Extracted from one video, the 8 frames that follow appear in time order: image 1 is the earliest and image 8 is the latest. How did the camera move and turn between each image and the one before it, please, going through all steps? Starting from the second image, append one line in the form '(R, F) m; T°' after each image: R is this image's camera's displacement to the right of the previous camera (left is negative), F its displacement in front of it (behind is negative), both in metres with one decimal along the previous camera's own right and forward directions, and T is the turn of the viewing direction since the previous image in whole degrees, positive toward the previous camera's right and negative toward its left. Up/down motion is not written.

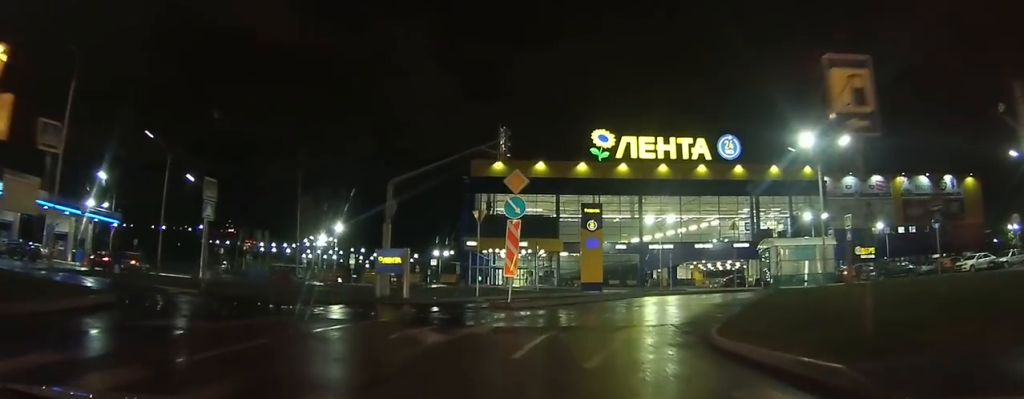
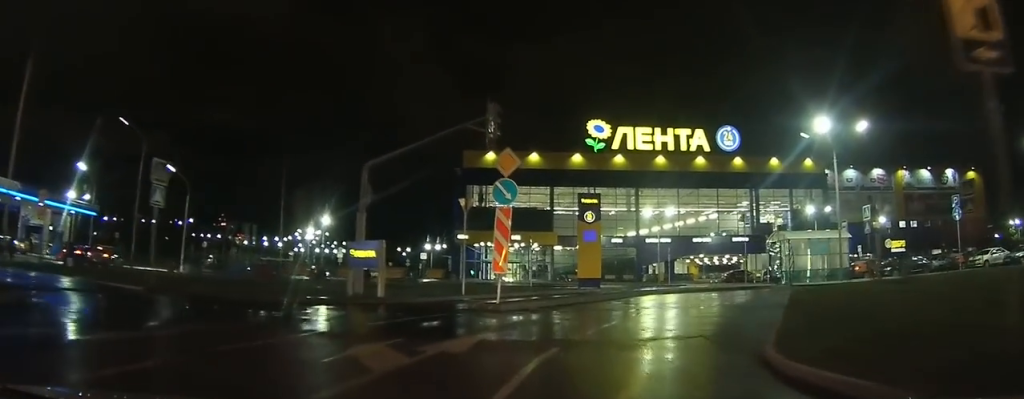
(+0.1, +2.6) m; +3°
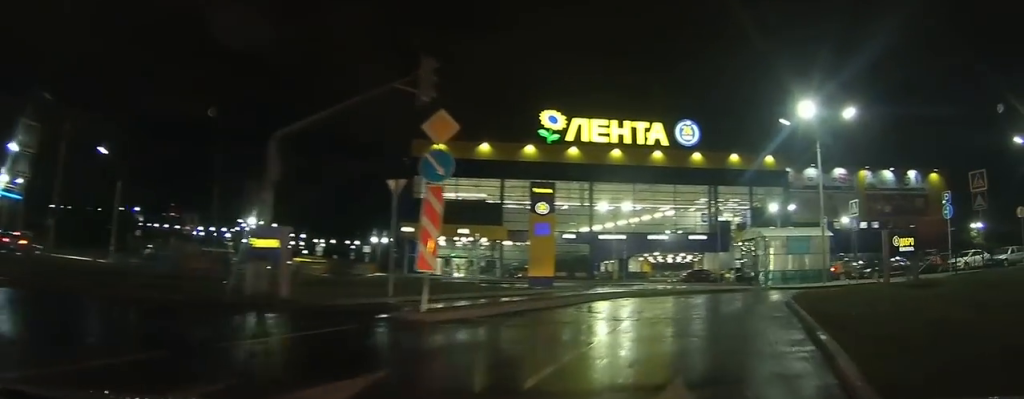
(0.0, +3.6) m; +5°
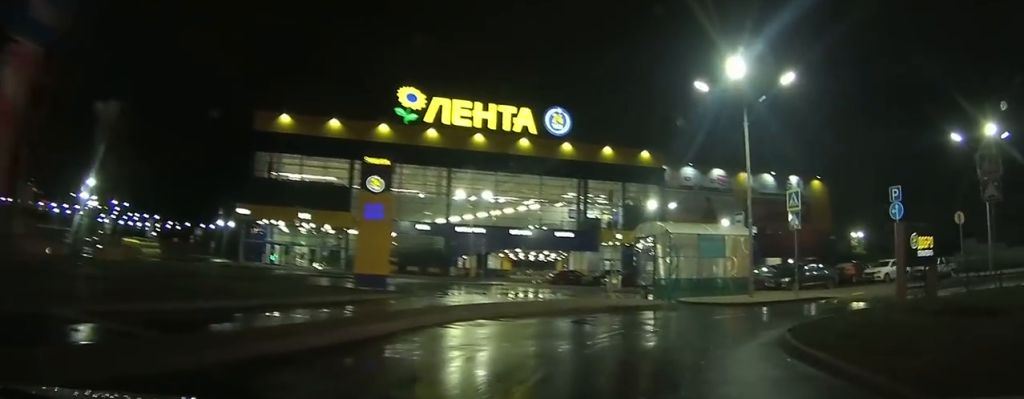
(+0.9, +7.2) m; +12°
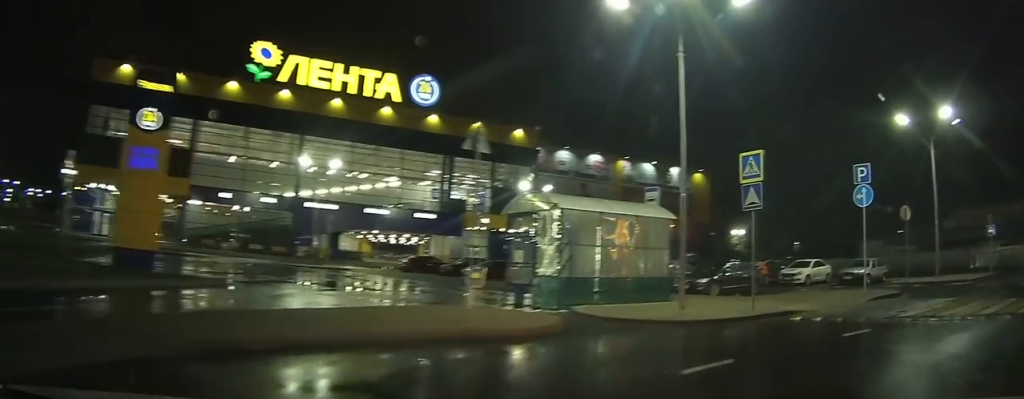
(+0.5, +6.5) m; +9°
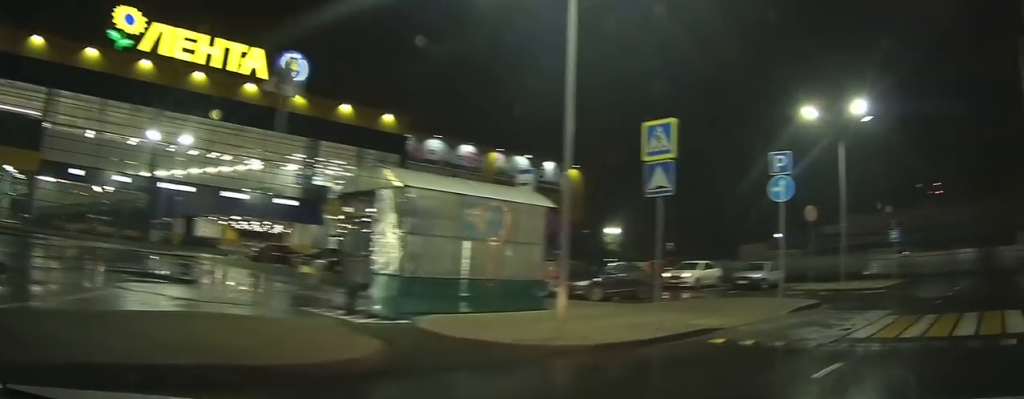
(+0.1, +3.5) m; +10°
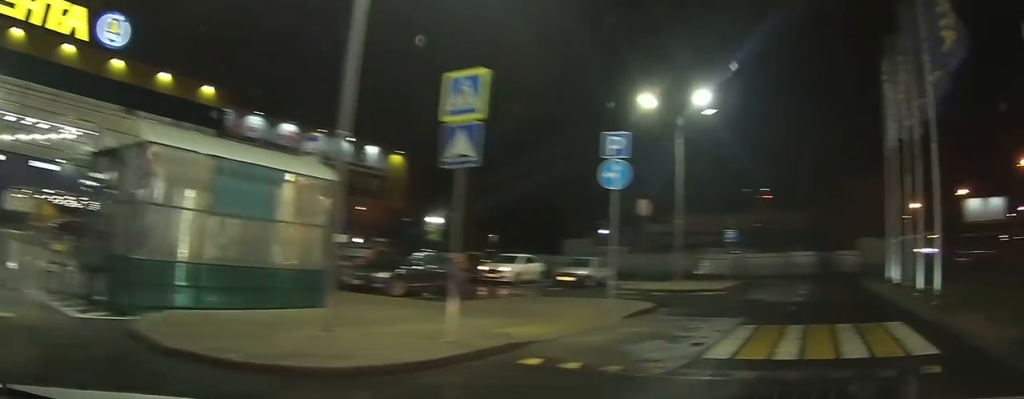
(+0.3, +2.7) m; +15°
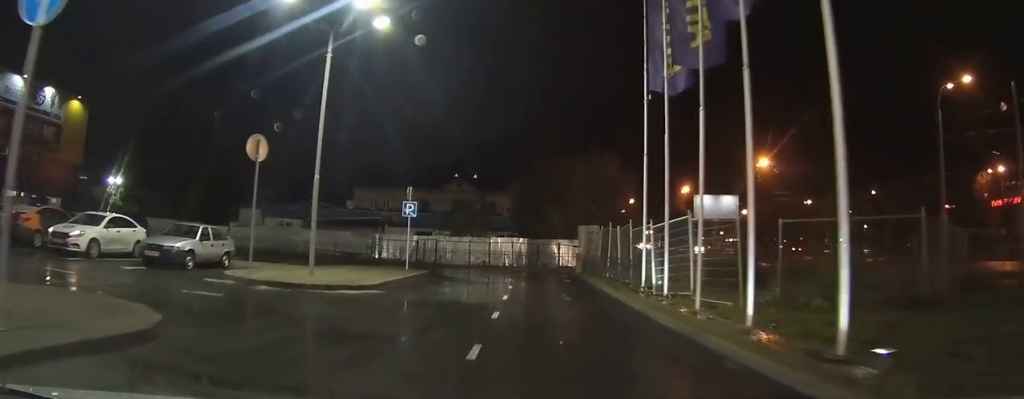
(+3.5, +9.1) m; +28°
